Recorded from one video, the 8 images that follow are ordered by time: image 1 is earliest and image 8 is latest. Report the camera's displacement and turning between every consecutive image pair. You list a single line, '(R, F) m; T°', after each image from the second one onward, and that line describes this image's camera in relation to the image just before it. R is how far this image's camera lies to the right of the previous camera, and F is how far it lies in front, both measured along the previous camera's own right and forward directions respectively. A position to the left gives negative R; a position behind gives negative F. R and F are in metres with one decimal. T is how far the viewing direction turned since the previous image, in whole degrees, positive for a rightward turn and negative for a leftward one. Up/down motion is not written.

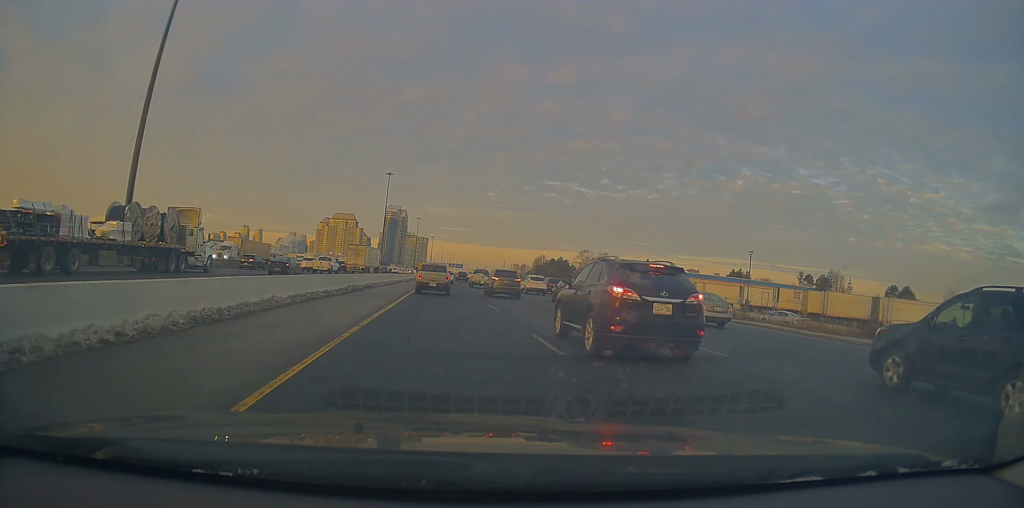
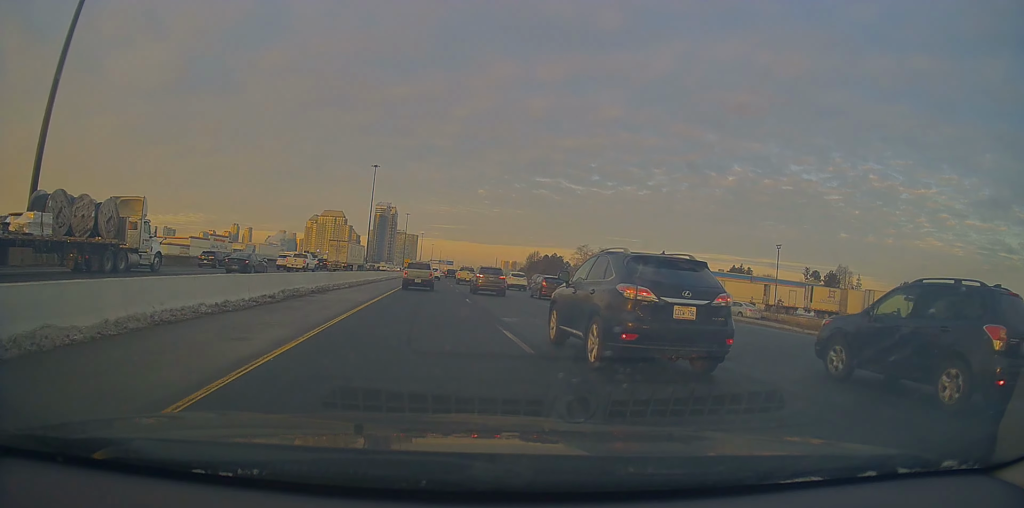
(+0.4, +11.4) m; +1°
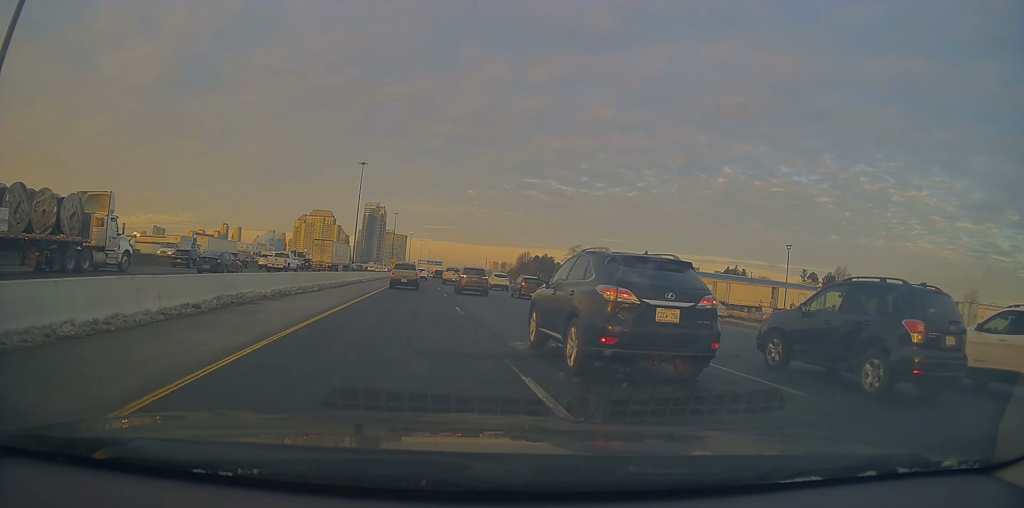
(-0.1, +5.8) m; -1°
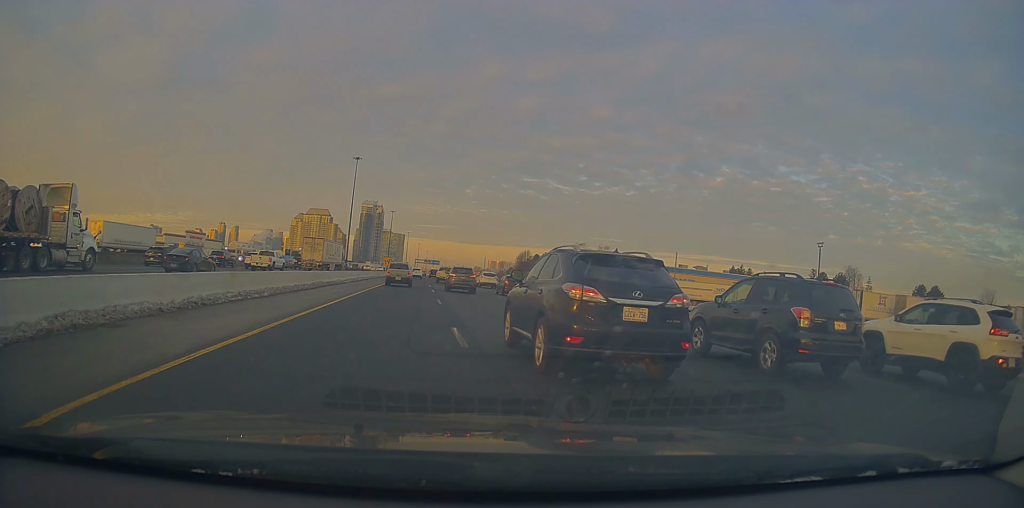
(0.0, +8.1) m; +4°
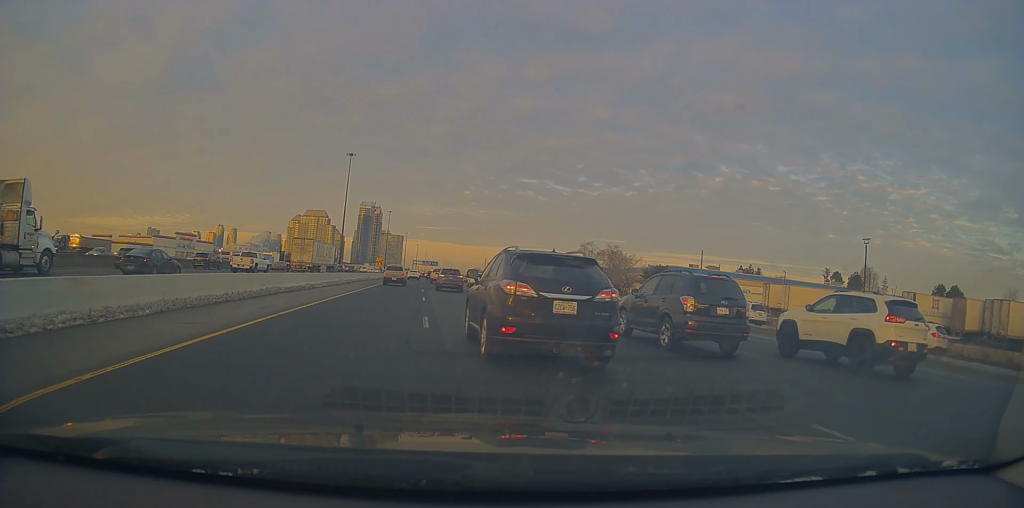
(+0.8, +9.3) m; -2°
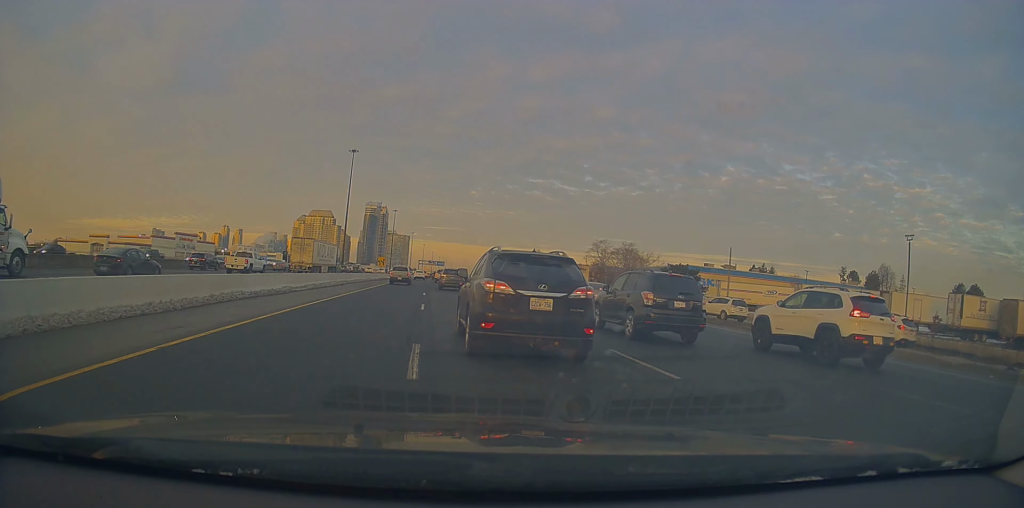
(-0.7, +5.9) m; -2°
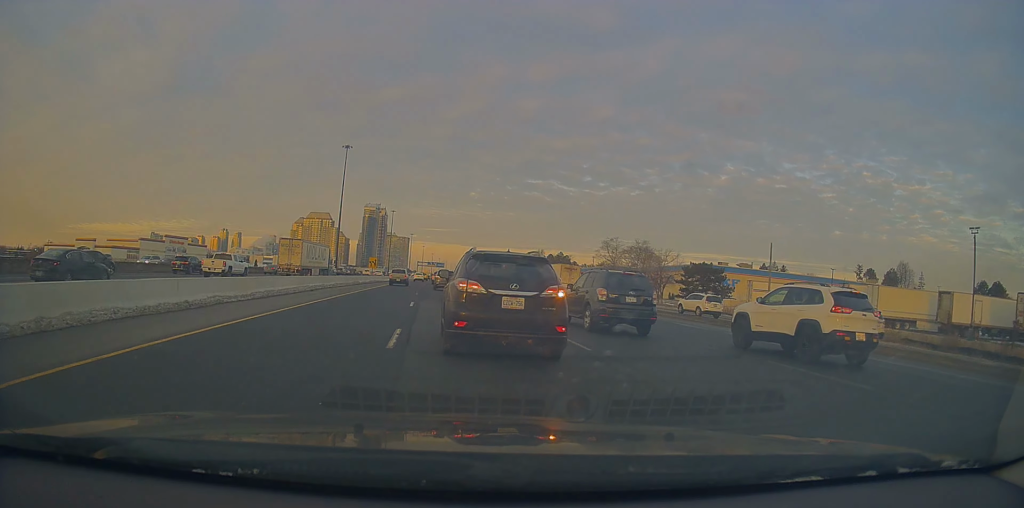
(-0.1, +8.6) m; +1°
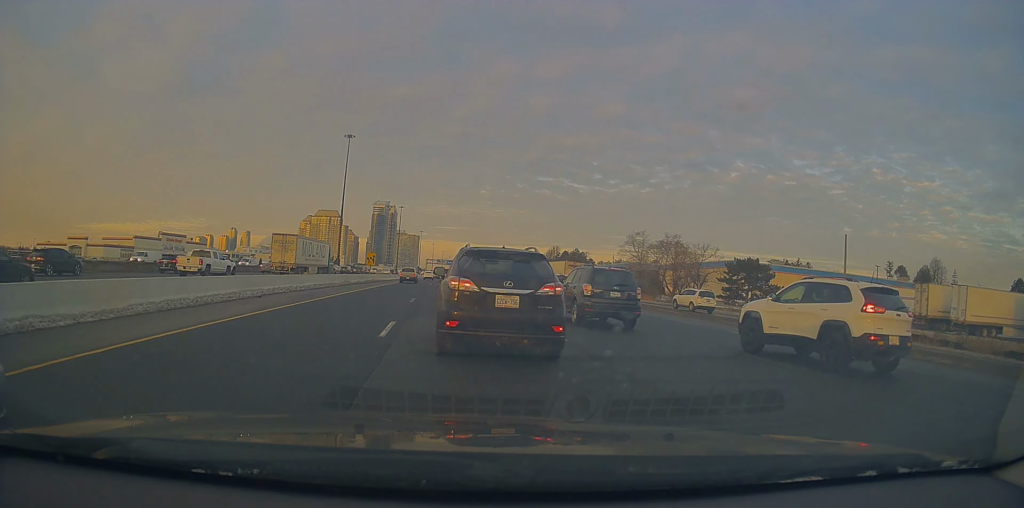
(+0.4, +10.2) m; +2°
